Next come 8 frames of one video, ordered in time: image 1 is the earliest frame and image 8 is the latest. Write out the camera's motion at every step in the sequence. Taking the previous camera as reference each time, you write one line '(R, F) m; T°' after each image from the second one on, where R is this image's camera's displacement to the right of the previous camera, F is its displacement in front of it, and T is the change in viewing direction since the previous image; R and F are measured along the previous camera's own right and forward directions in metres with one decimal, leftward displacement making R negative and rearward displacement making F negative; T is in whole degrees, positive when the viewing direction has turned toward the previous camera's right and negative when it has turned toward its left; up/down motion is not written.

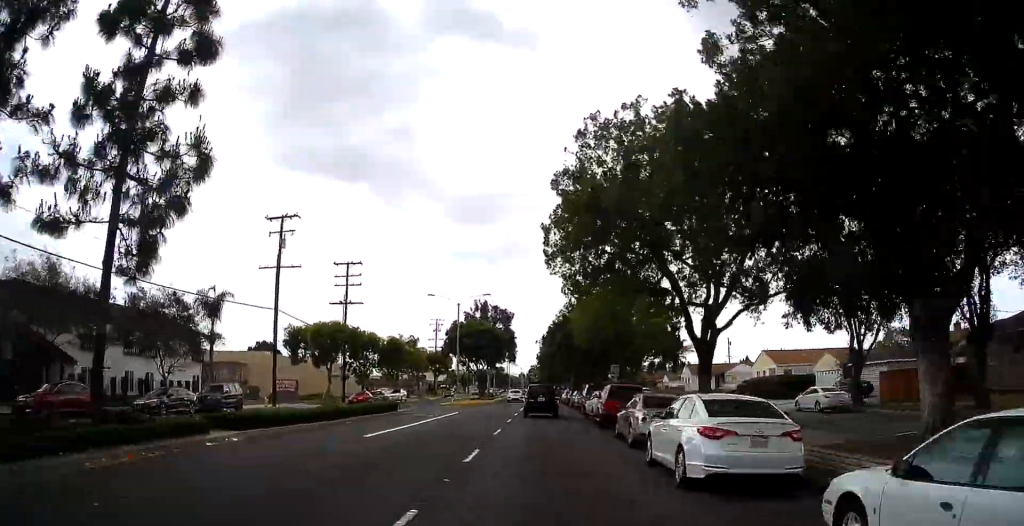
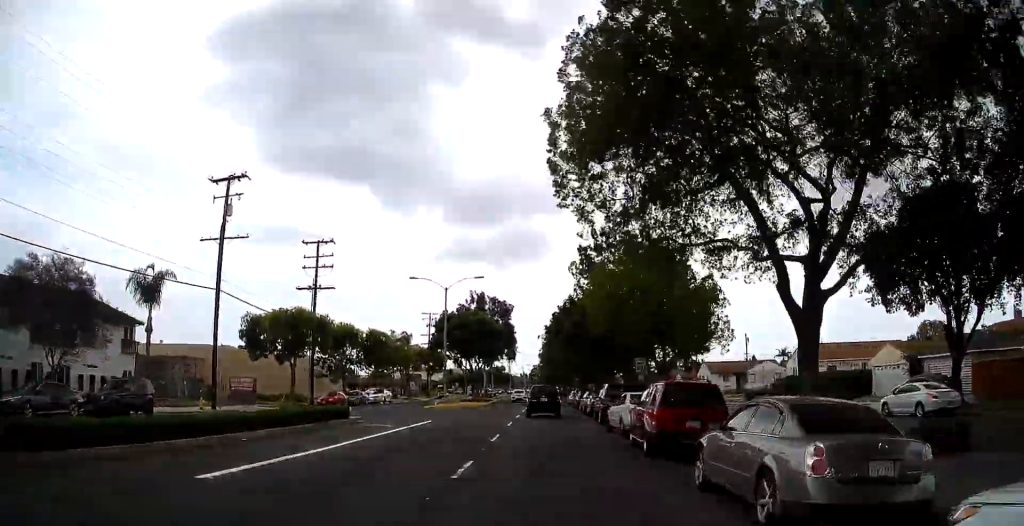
(0.0, +9.5) m; 0°
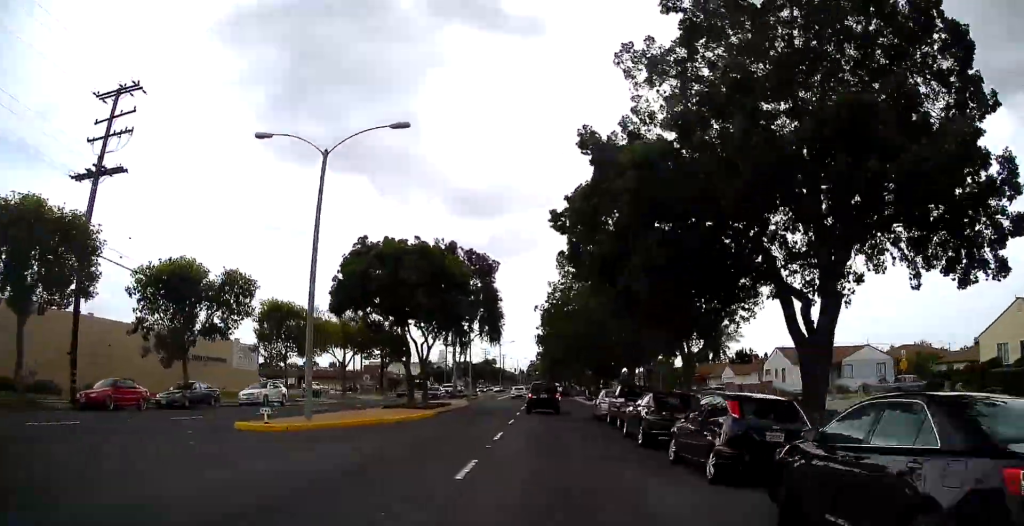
(0.0, +29.9) m; 0°
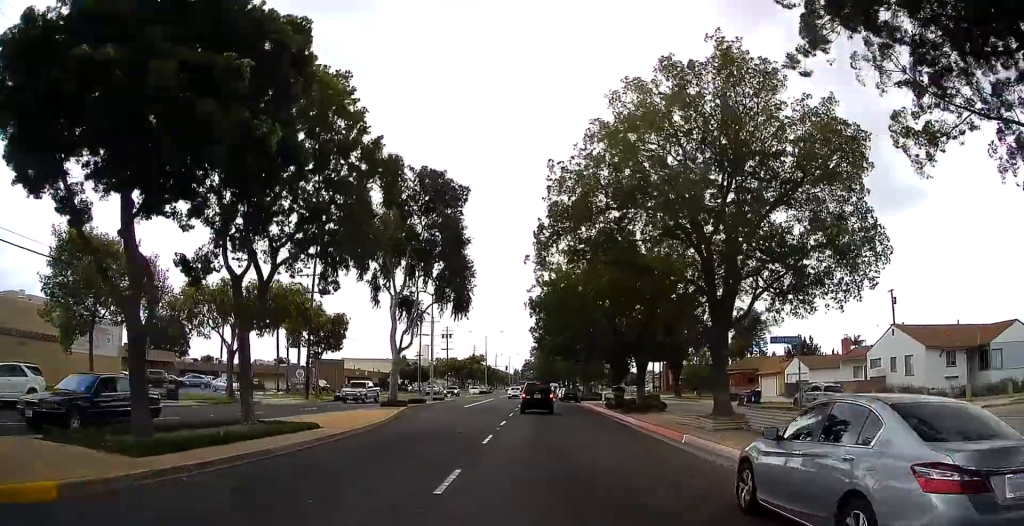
(0.0, +23.5) m; 0°
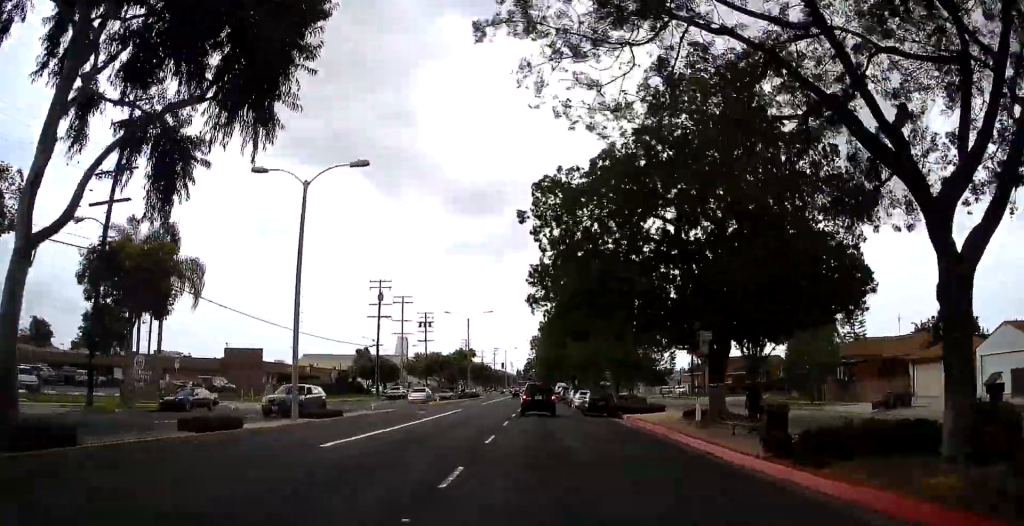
(0.0, +29.5) m; 0°
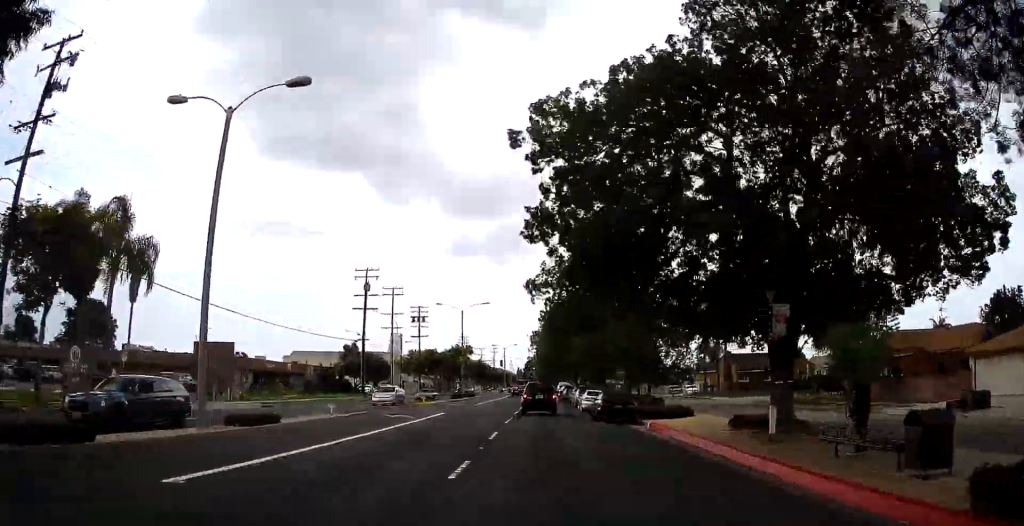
(0.0, +6.8) m; 0°
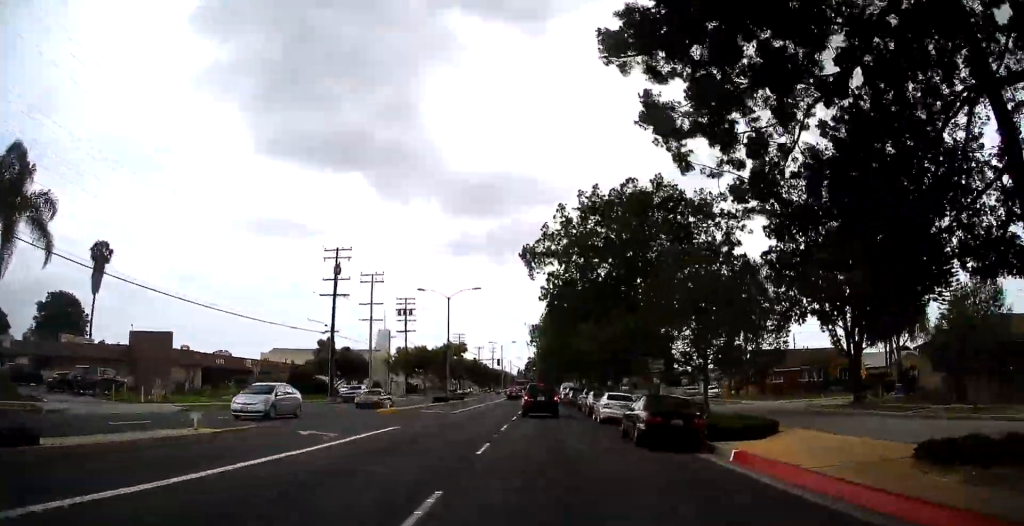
(0.0, +11.4) m; 0°
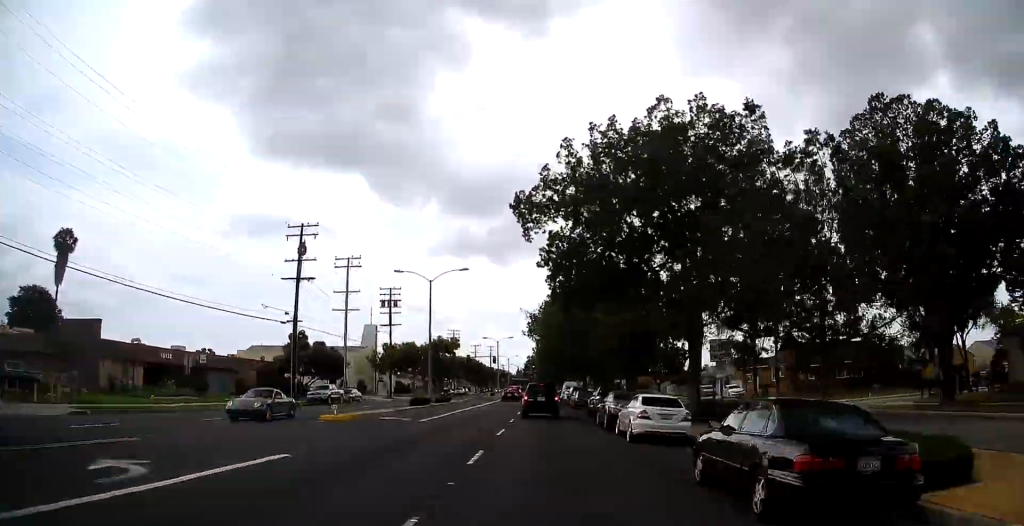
(0.0, +9.7) m; 0°
